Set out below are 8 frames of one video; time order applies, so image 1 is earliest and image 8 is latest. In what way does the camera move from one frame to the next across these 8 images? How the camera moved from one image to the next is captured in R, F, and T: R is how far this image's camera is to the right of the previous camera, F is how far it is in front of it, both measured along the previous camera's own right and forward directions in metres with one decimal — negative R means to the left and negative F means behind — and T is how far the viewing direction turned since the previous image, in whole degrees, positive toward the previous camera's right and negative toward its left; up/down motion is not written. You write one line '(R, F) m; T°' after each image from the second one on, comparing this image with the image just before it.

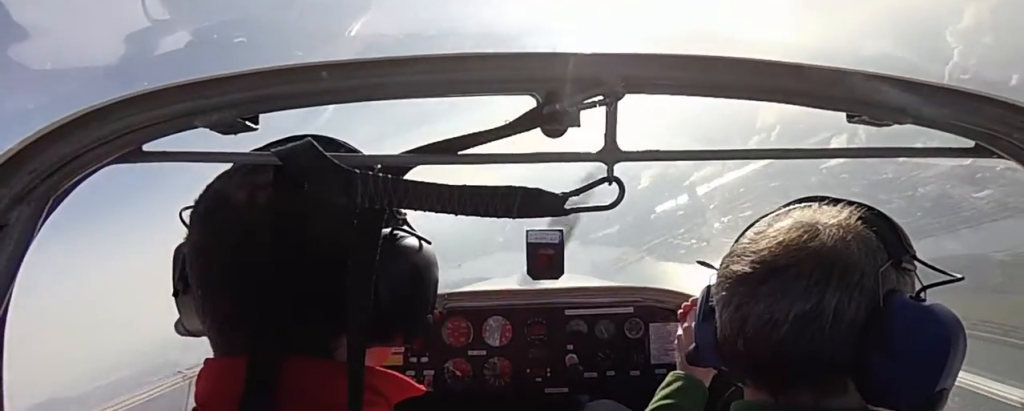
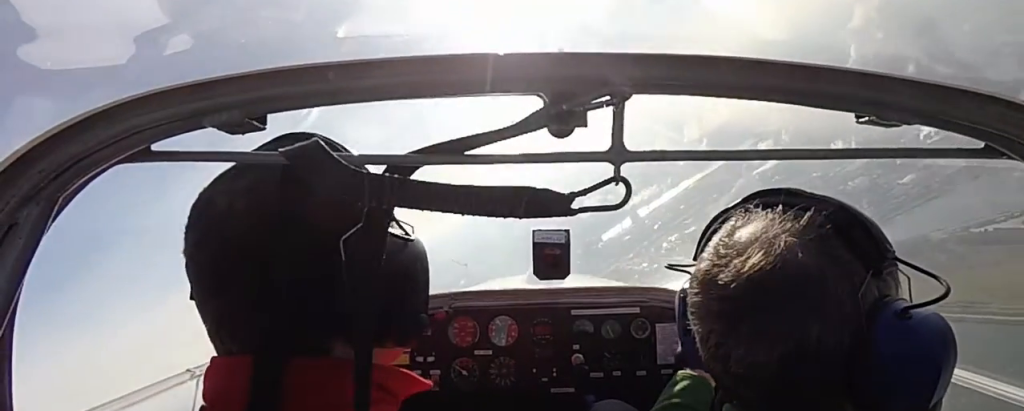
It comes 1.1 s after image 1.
(+3.9, +29.6) m; +17°
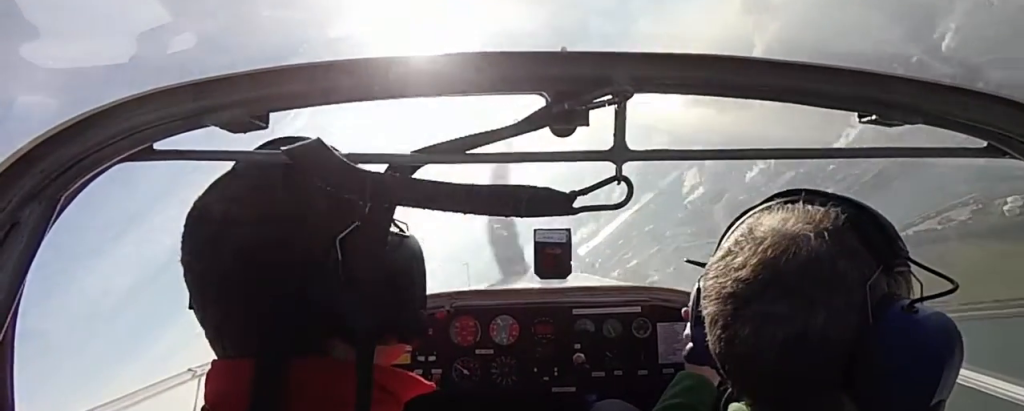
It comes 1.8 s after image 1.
(+2.1, +18.6) m; +11°
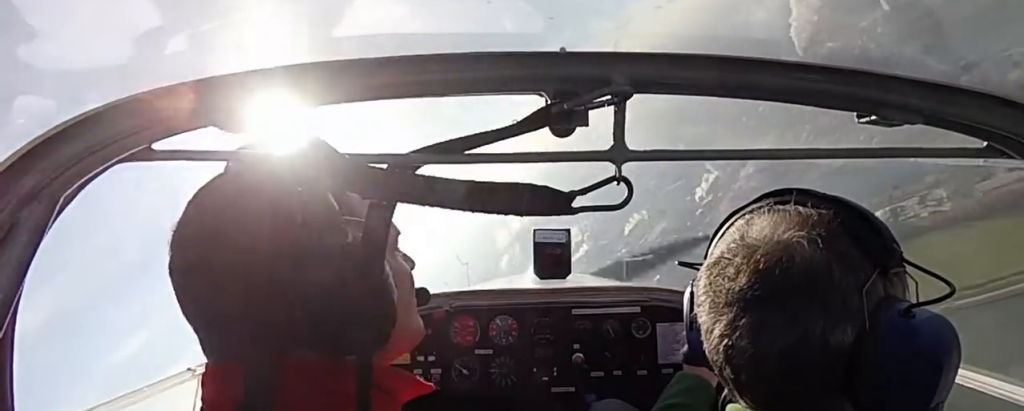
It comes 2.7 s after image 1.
(+3.2, +26.2) m; +13°
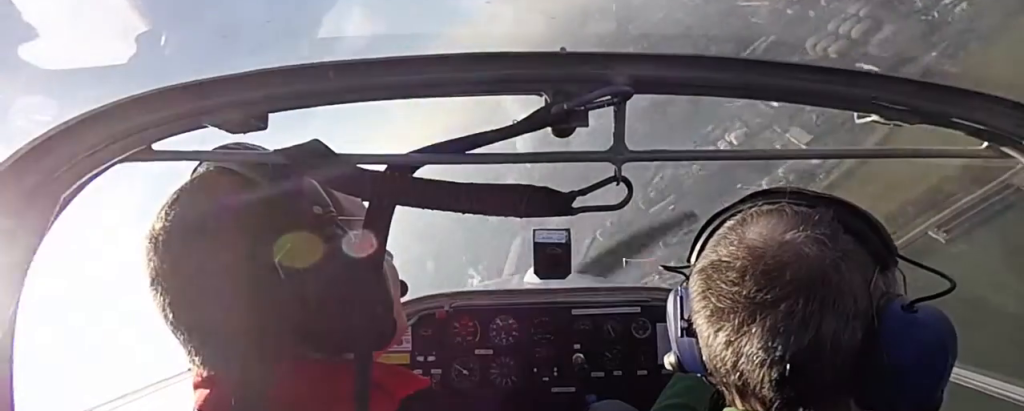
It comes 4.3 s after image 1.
(+7.5, +43.5) m; +23°
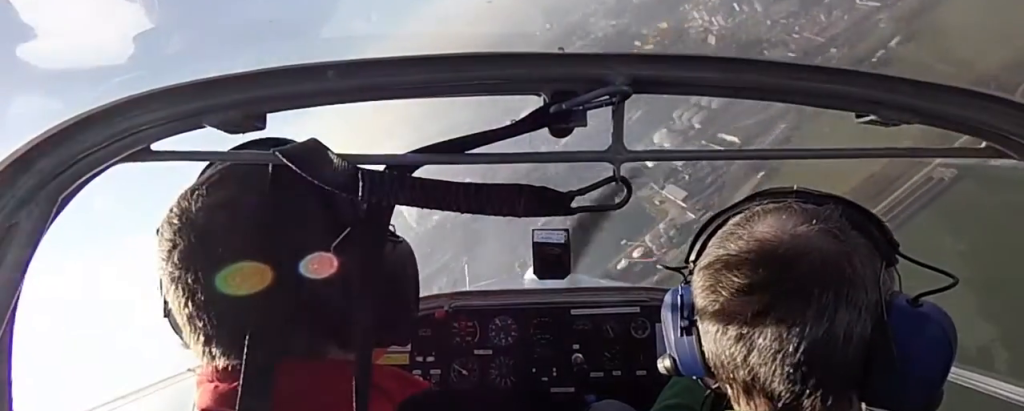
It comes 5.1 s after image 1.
(+3.3, +23.0) m; +16°
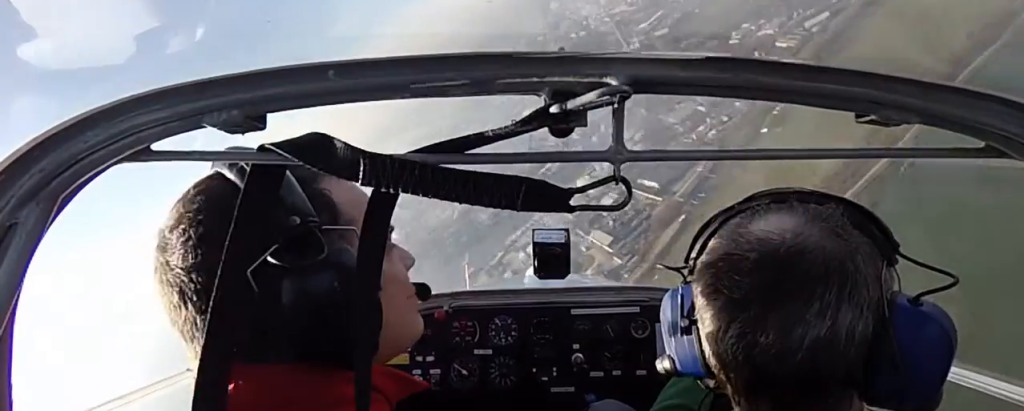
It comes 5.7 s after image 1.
(+2.0, +17.6) m; +11°
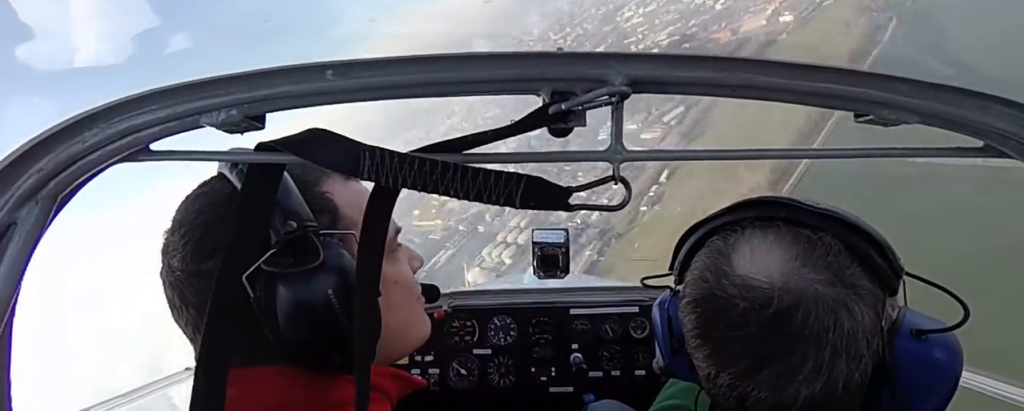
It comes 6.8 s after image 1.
(+6.0, +34.4) m; +17°
